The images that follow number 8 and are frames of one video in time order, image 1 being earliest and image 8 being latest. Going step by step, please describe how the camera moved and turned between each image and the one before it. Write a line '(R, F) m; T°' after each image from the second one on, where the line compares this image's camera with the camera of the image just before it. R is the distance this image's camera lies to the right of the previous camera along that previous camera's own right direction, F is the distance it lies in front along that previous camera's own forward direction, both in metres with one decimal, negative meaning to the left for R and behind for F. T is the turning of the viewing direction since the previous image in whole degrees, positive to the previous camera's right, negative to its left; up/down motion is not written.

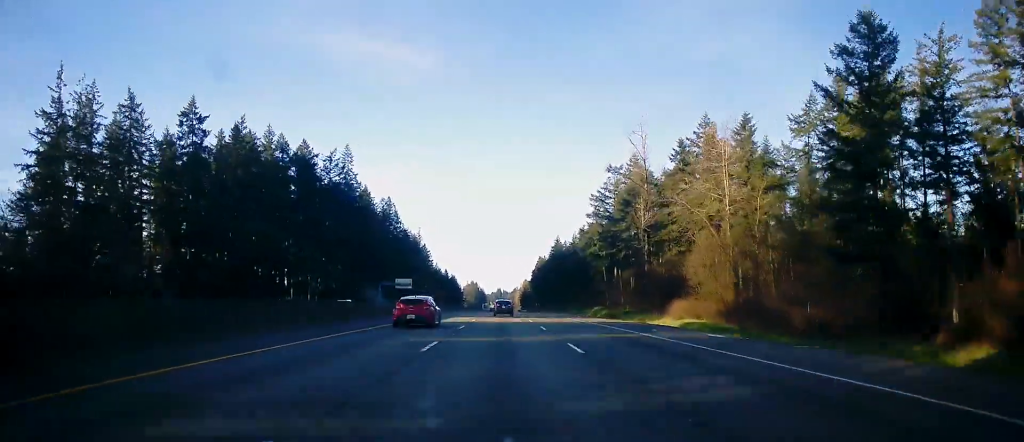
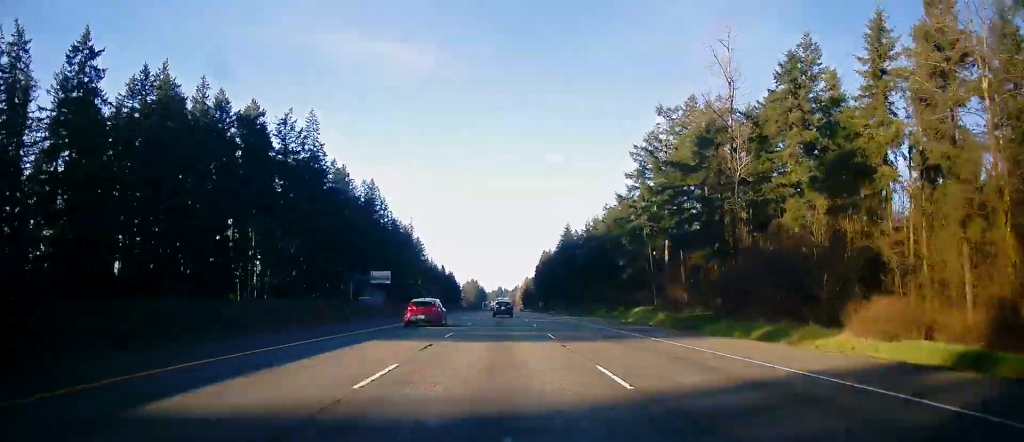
(0.0, +29.9) m; 0°
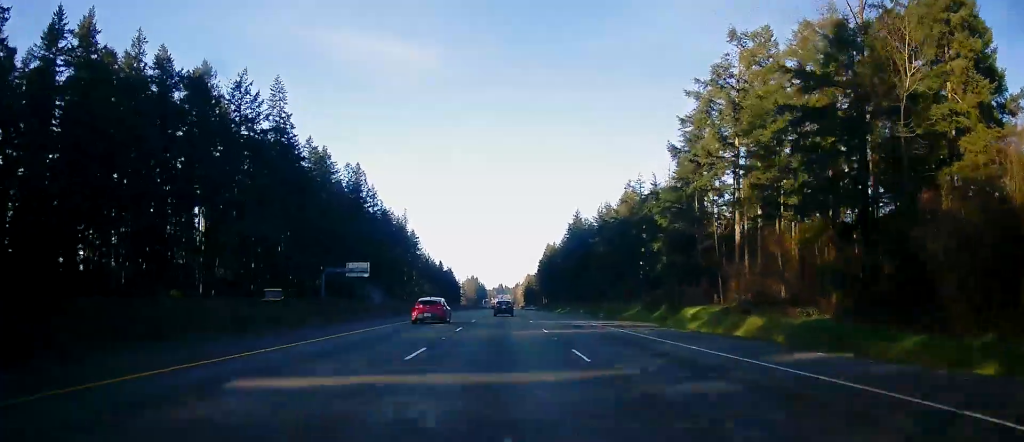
(0.0, +20.2) m; 0°
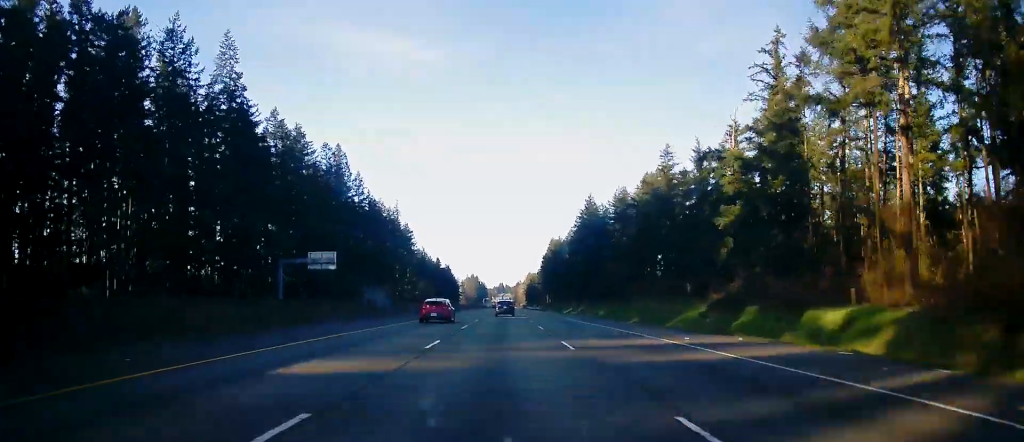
(-0.1, +21.4) m; 0°
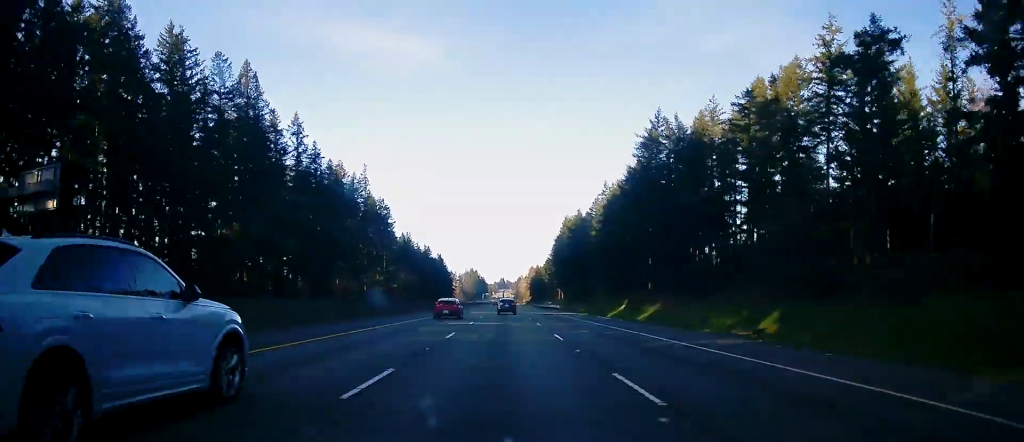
(0.0, +57.1) m; 0°
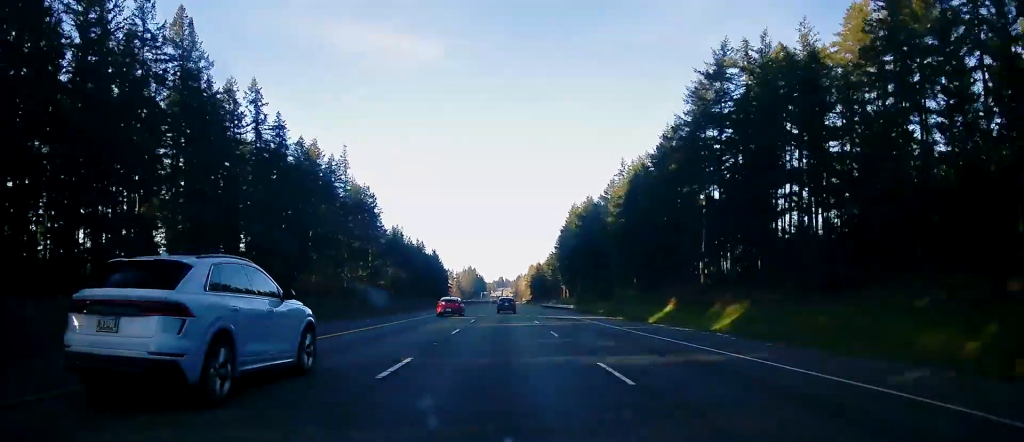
(-0.1, +22.8) m; 0°
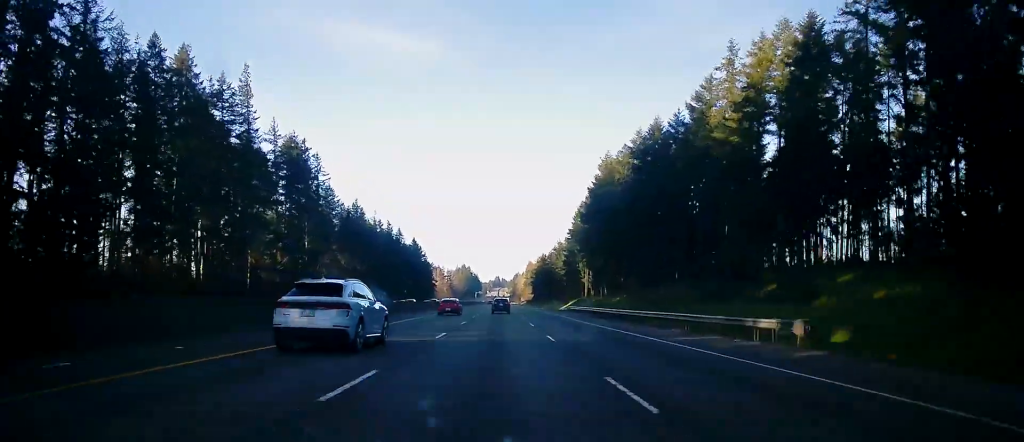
(+0.6, +63.1) m; 0°
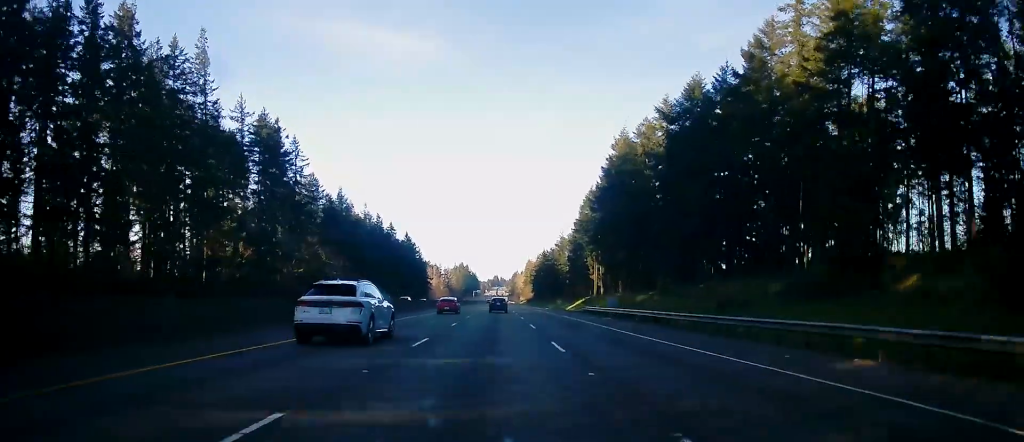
(-0.2, +16.5) m; 0°
